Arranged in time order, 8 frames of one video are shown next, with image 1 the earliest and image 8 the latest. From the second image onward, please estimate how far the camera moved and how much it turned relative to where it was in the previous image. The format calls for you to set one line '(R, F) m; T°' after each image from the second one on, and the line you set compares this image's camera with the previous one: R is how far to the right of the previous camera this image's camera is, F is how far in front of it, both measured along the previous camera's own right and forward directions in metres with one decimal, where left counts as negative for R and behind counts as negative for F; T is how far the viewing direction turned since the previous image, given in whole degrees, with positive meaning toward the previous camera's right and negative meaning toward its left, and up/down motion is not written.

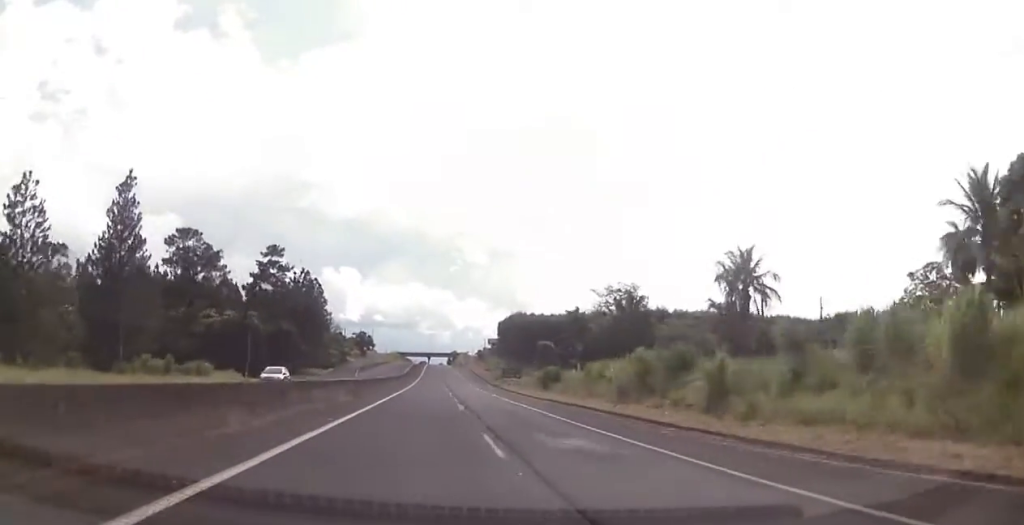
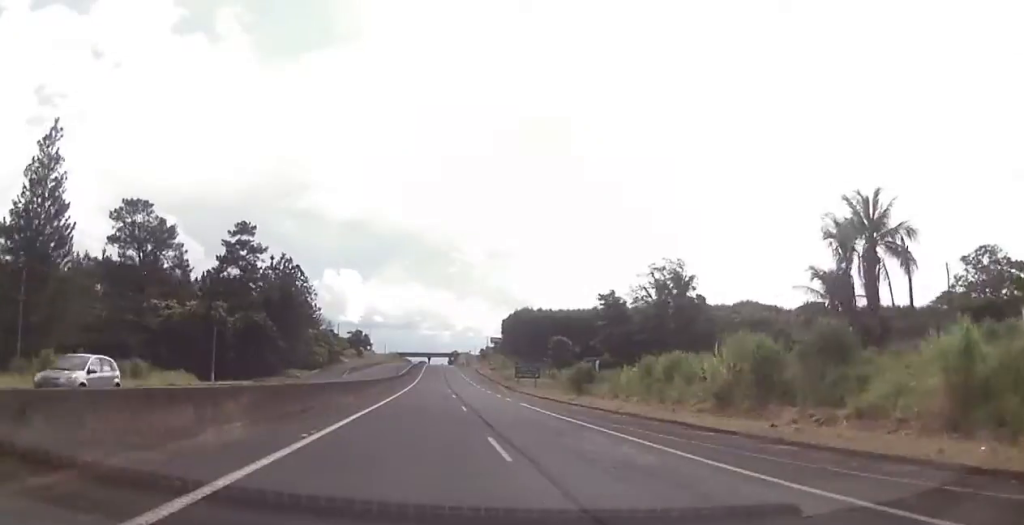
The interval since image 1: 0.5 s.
(+0.3, +16.9) m; 0°
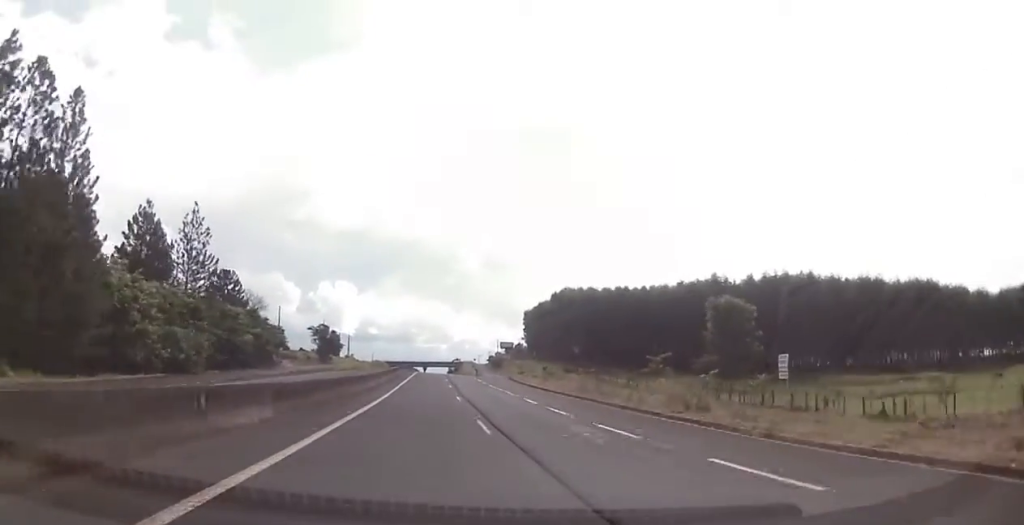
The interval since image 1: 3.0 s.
(-1.4, +76.6) m; -1°
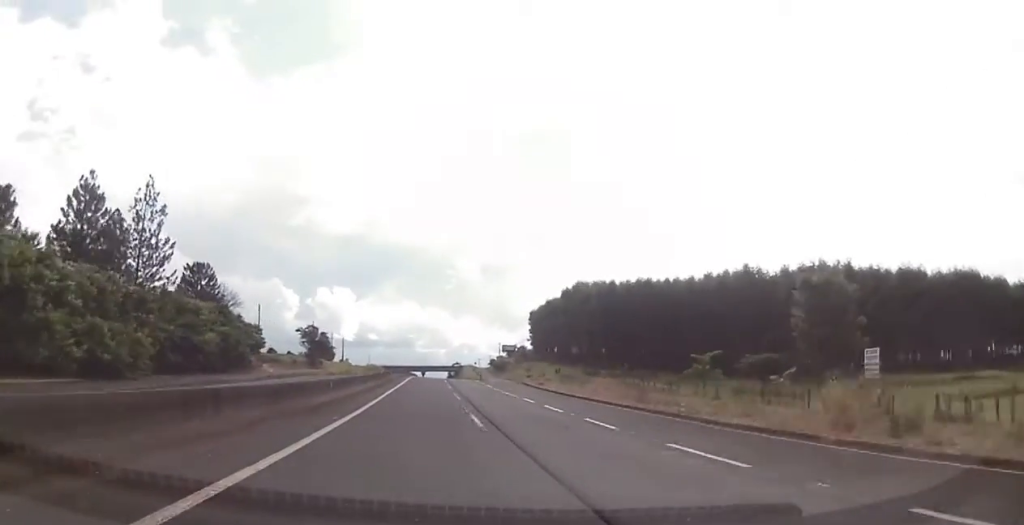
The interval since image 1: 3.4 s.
(0.0, +14.6) m; 0°
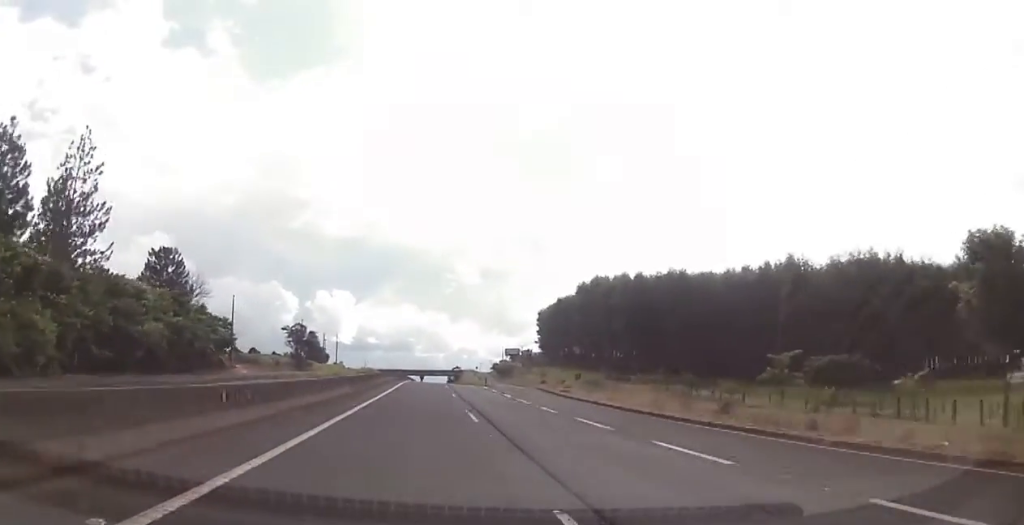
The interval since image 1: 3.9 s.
(+0.1, +15.7) m; 0°
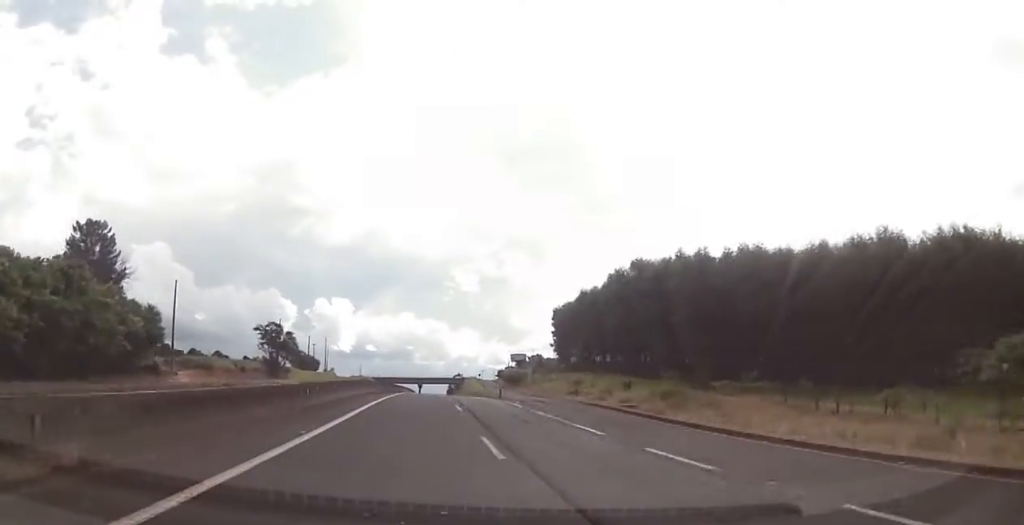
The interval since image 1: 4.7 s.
(+0.3, +23.9) m; 0°
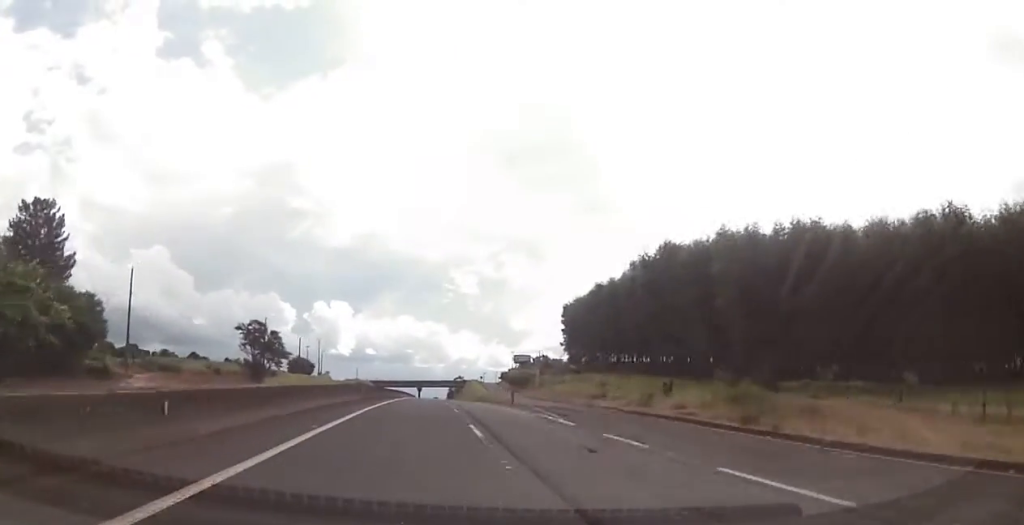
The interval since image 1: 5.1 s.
(-0.2, +12.4) m; 0°
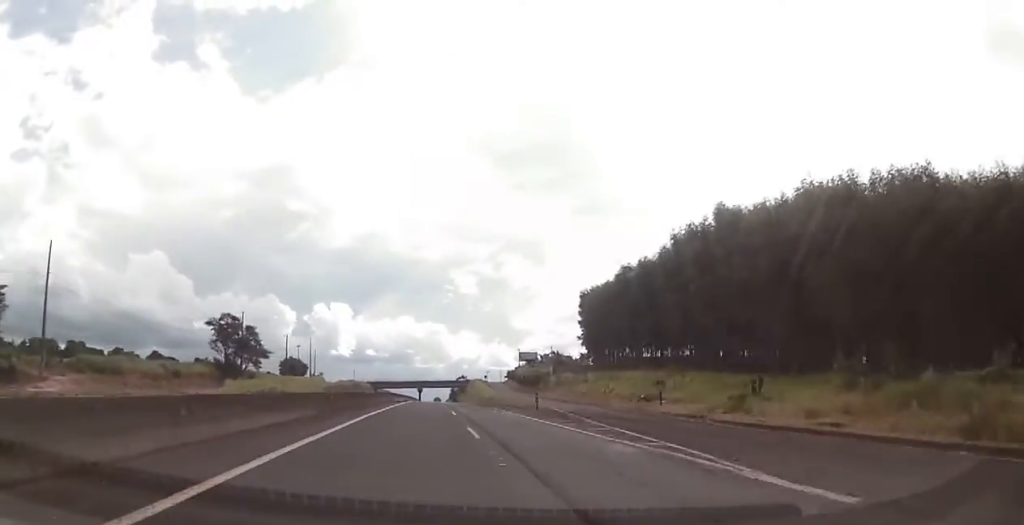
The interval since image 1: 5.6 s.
(-0.2, +16.5) m; 0°
